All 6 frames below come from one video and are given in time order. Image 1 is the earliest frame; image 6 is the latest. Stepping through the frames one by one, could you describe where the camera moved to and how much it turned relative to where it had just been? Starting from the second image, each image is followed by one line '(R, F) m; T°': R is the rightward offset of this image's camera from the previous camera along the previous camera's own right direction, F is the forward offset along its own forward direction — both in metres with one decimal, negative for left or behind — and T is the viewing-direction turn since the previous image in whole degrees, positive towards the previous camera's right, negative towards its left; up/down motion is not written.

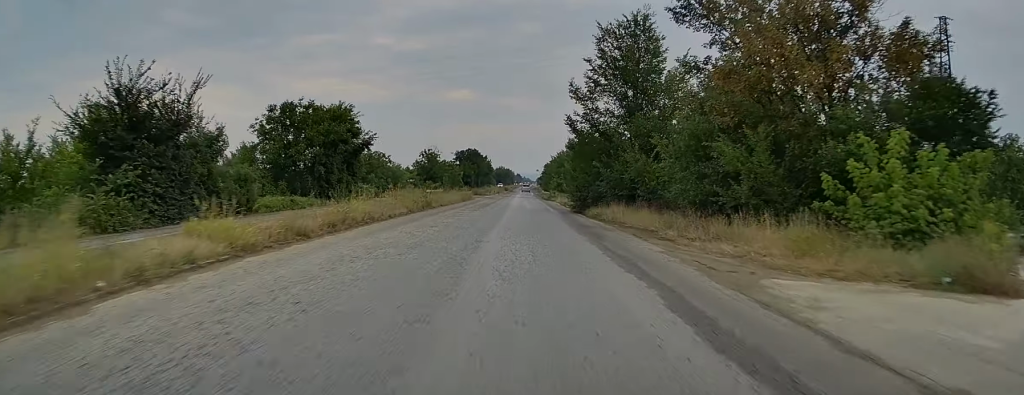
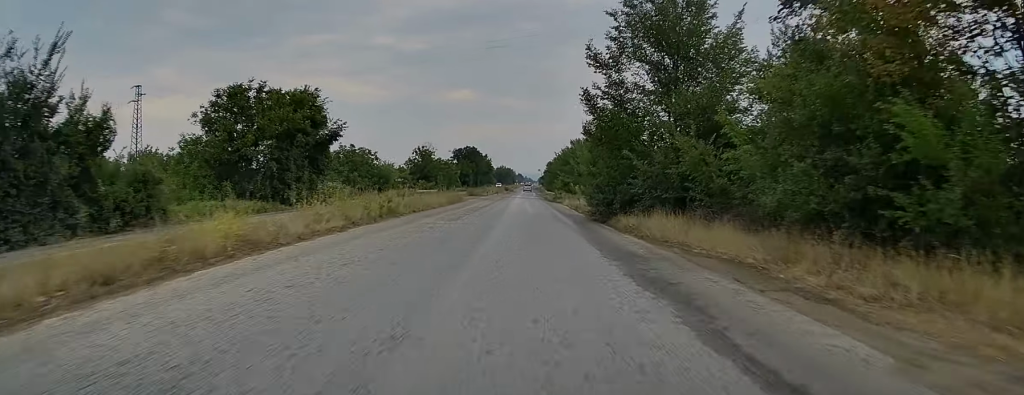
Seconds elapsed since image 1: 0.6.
(-0.2, +9.6) m; 0°
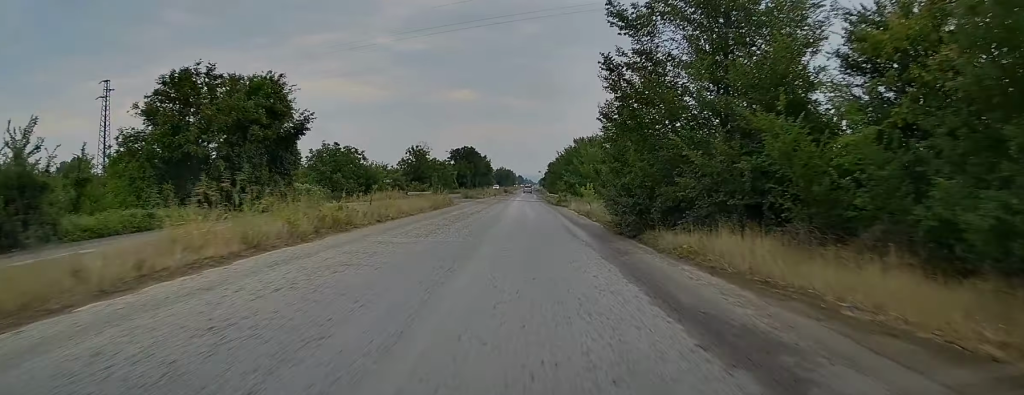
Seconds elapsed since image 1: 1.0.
(+0.2, +7.0) m; 0°
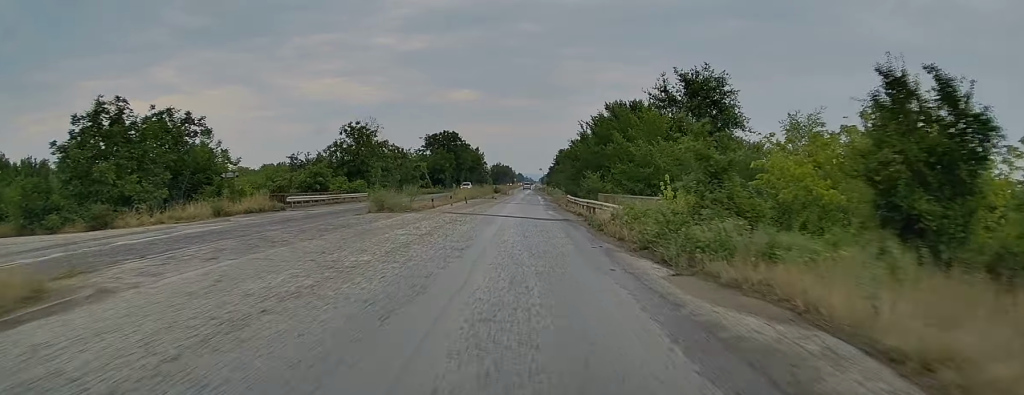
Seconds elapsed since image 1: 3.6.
(+0.3, +41.6) m; 0°
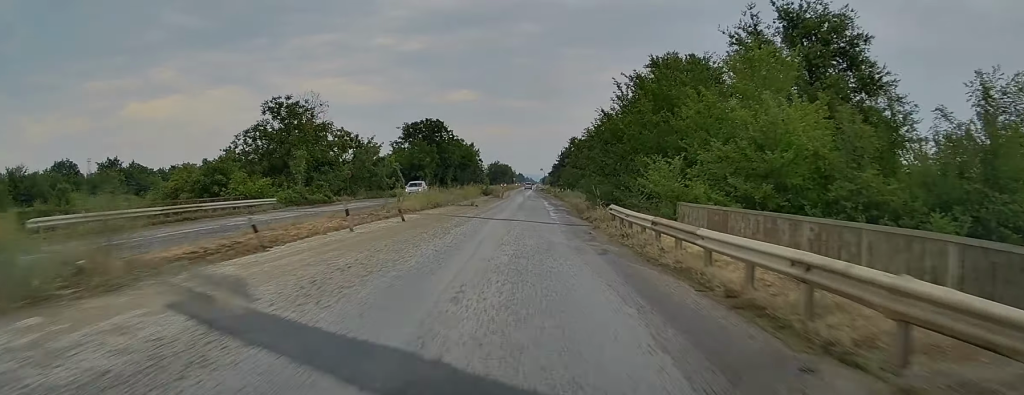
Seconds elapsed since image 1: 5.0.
(-0.4, +23.0) m; 0°
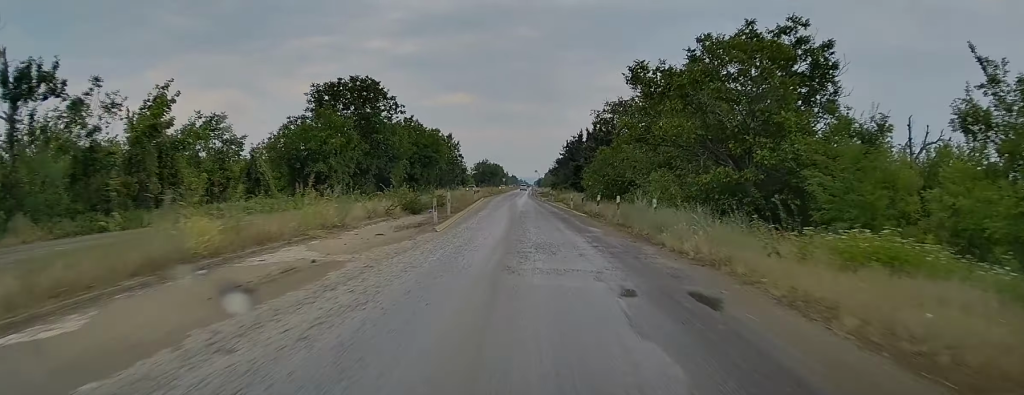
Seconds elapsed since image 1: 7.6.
(-0.6, +42.3) m; 0°
